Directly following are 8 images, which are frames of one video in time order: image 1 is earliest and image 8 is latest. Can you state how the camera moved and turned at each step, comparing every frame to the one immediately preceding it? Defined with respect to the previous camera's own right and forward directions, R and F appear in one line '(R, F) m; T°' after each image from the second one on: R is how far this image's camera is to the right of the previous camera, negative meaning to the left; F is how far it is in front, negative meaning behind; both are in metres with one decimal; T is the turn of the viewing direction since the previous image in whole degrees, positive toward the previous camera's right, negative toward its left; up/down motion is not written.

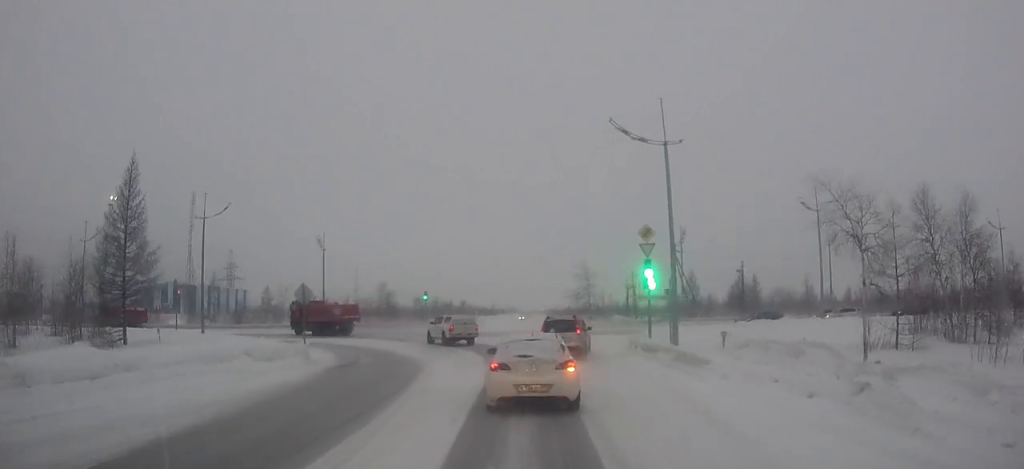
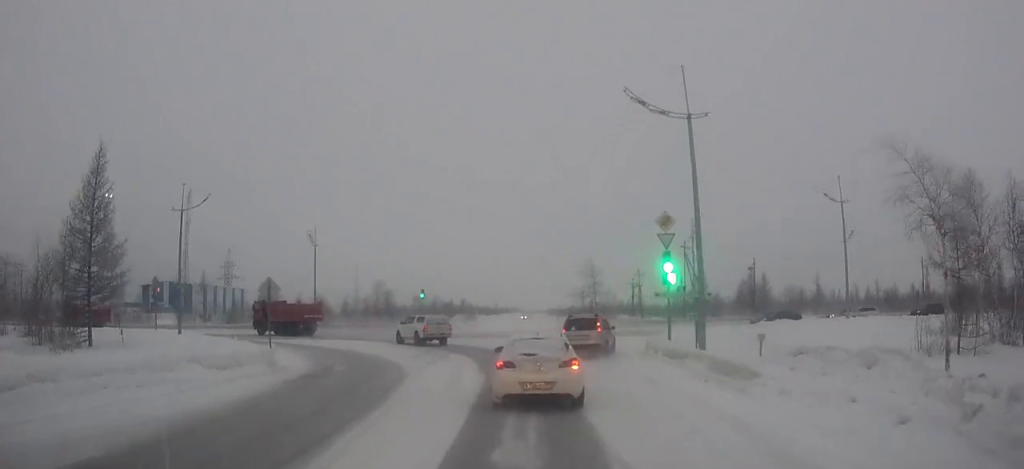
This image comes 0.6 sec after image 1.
(0.0, +3.9) m; -1°
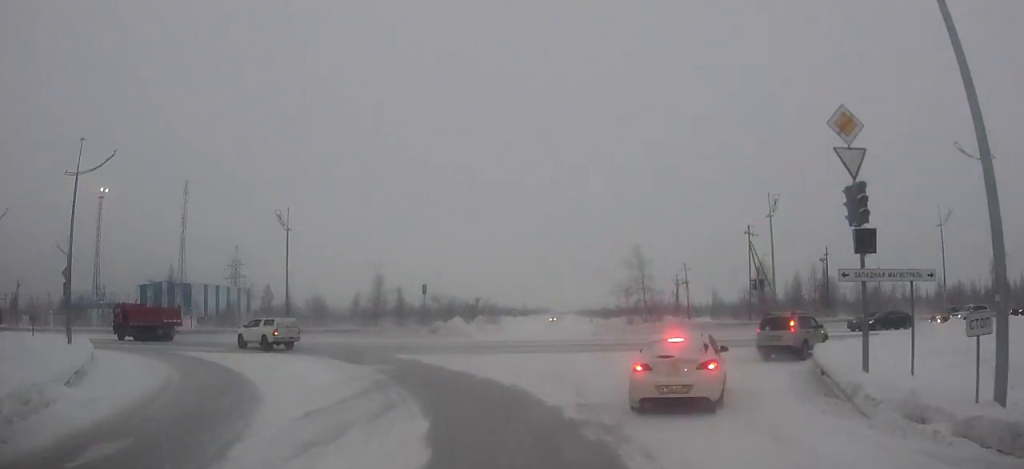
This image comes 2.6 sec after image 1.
(-0.8, +15.5) m; -9°
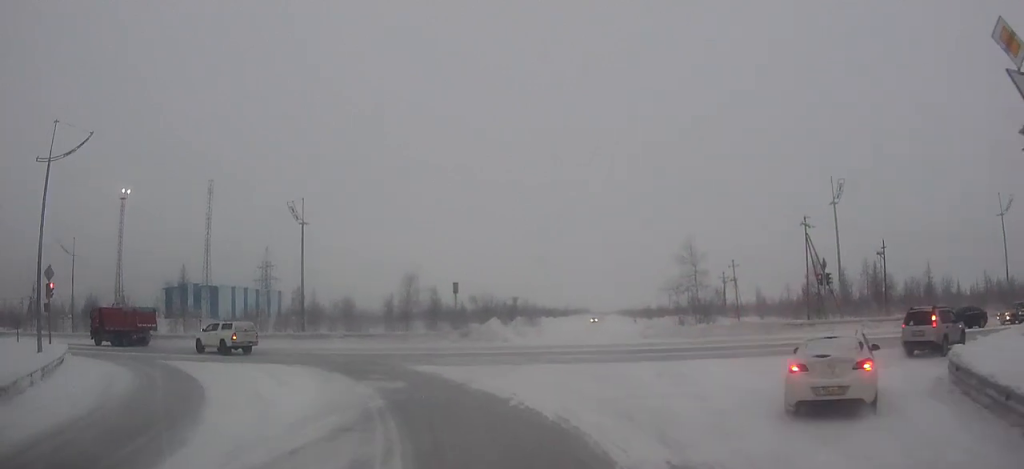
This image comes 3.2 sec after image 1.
(-0.3, +5.3) m; -6°
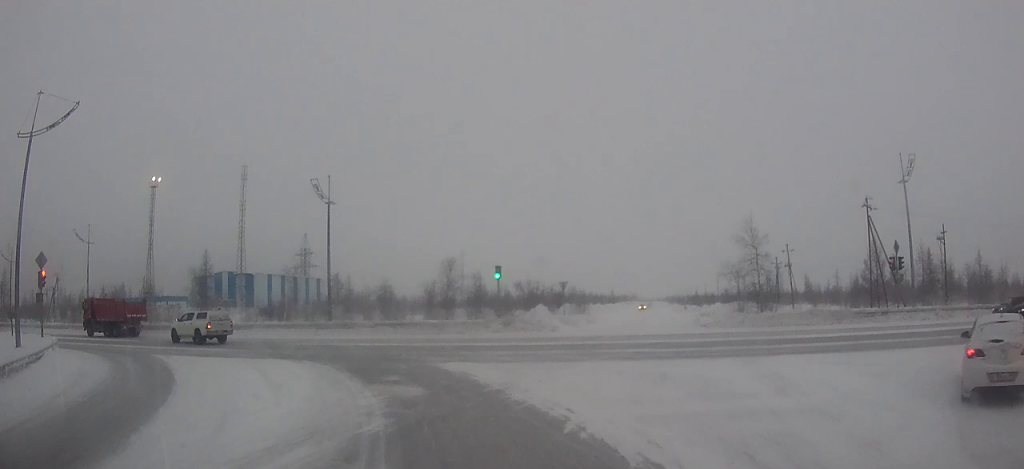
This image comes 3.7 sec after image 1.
(-0.1, +4.2) m; -5°
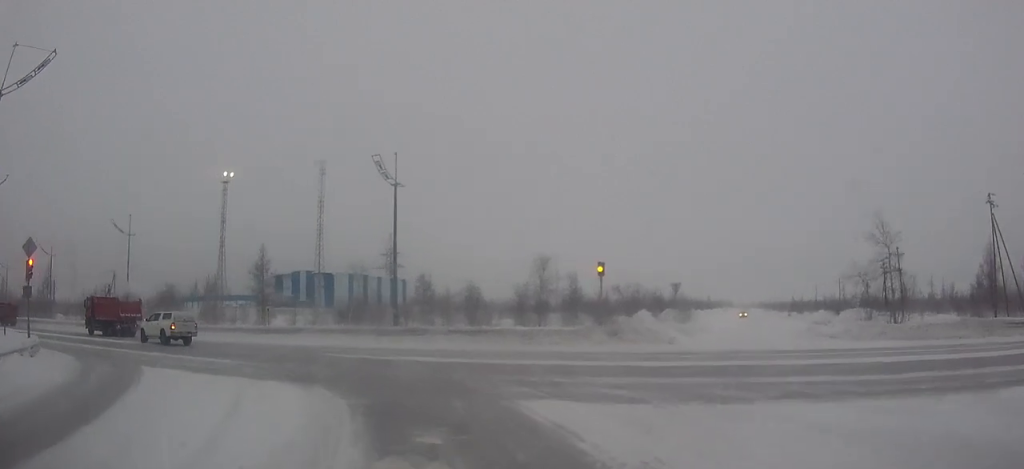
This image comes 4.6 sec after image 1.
(-0.5, +7.4) m; -10°
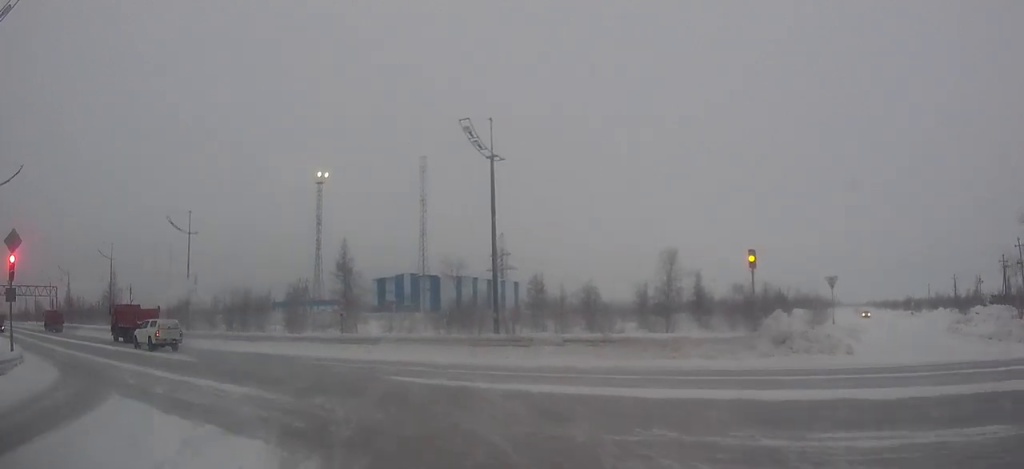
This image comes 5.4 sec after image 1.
(-0.7, +7.5) m; -11°
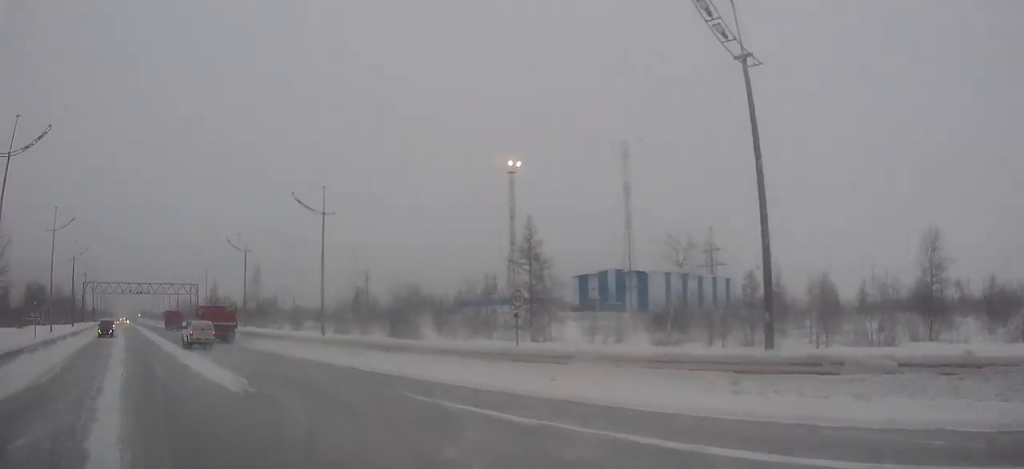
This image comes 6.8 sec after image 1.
(-2.1, +11.9) m; -18°
